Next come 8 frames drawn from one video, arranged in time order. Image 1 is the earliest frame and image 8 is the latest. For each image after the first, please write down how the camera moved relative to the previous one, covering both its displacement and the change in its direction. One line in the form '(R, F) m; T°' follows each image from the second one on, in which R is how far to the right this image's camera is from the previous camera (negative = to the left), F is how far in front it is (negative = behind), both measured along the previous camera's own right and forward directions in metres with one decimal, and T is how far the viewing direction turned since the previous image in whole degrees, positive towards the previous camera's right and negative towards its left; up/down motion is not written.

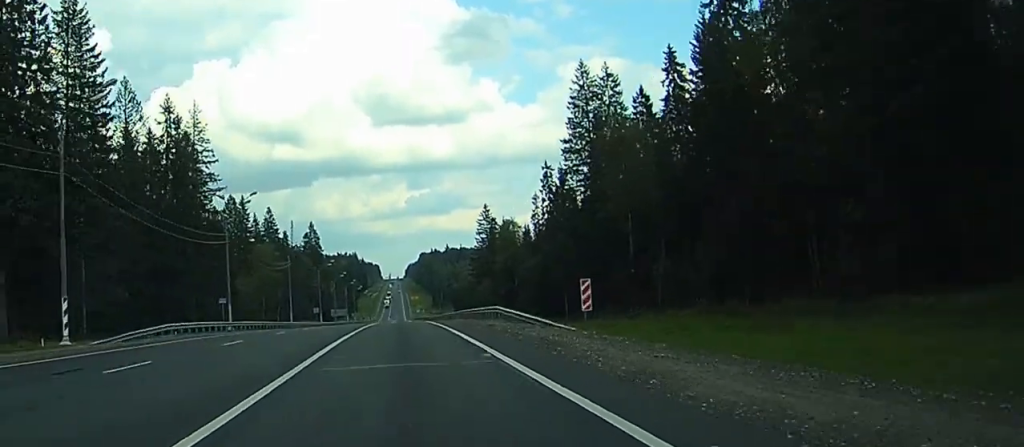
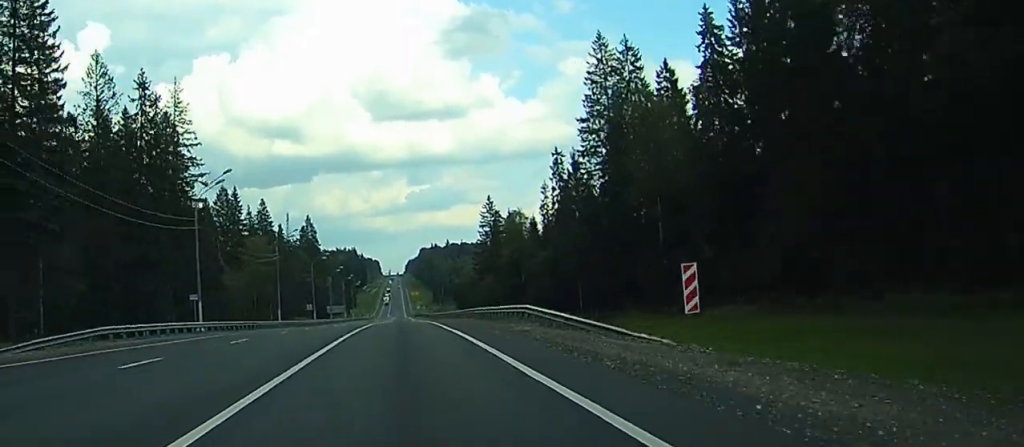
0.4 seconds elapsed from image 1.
(+0.1, +11.0) m; 0°
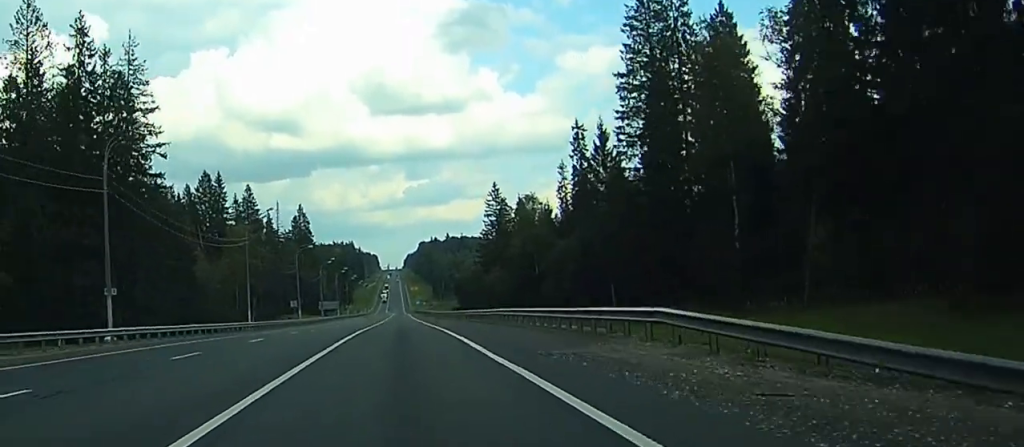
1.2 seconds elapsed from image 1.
(0.0, +19.4) m; 0°
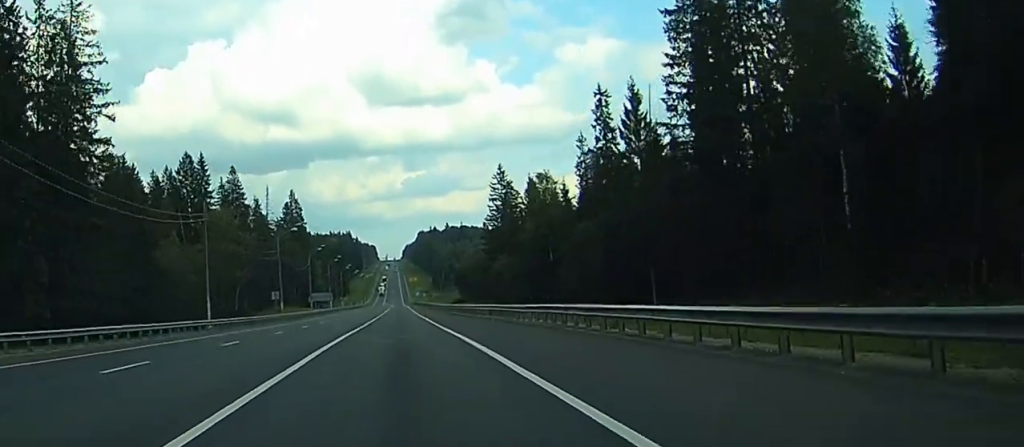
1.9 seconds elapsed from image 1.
(0.0, +16.8) m; 0°
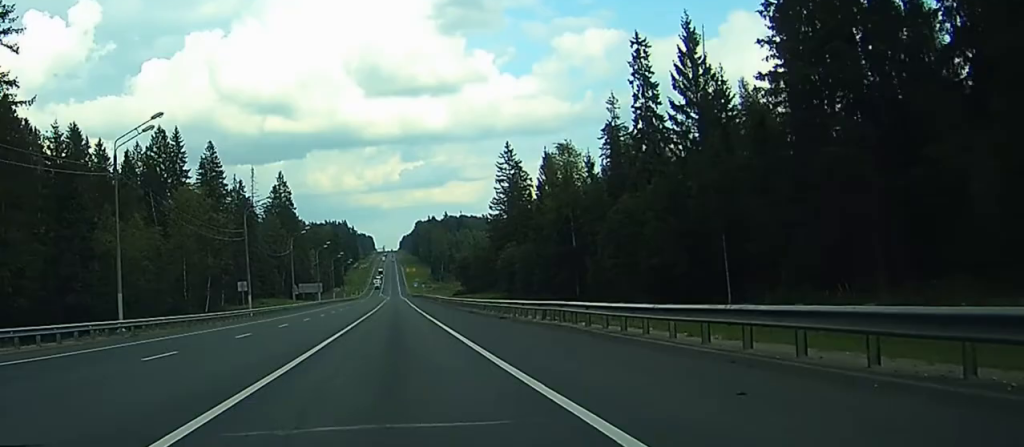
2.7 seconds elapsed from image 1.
(0.0, +20.3) m; 0°
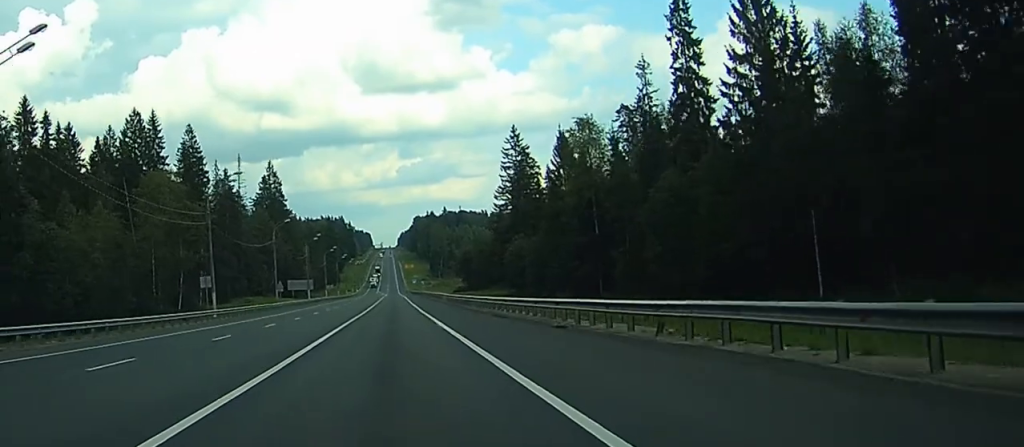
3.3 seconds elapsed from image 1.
(0.0, +15.2) m; 0°
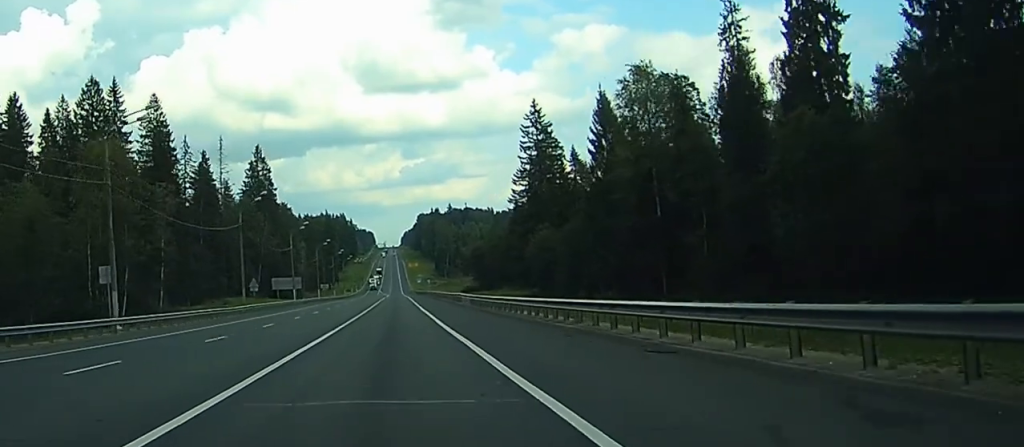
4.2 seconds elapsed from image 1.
(0.0, +24.6) m; 0°
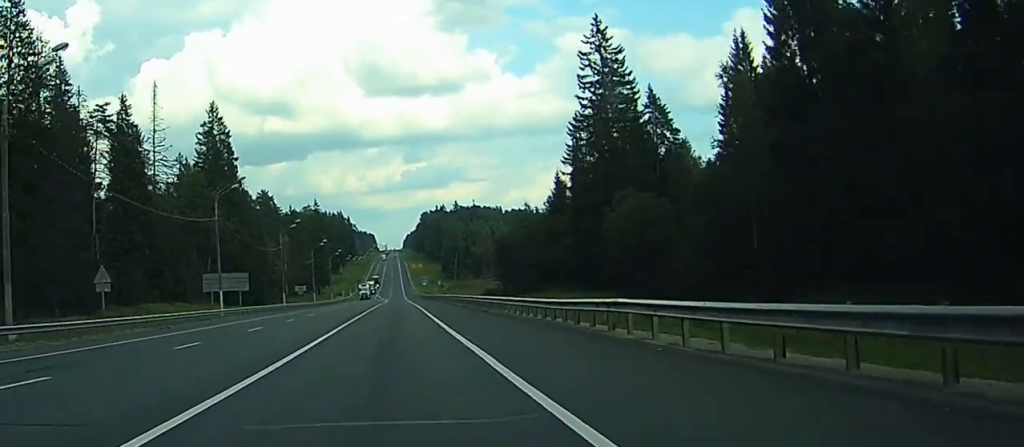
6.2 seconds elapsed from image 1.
(-0.2, +51.5) m; 0°
